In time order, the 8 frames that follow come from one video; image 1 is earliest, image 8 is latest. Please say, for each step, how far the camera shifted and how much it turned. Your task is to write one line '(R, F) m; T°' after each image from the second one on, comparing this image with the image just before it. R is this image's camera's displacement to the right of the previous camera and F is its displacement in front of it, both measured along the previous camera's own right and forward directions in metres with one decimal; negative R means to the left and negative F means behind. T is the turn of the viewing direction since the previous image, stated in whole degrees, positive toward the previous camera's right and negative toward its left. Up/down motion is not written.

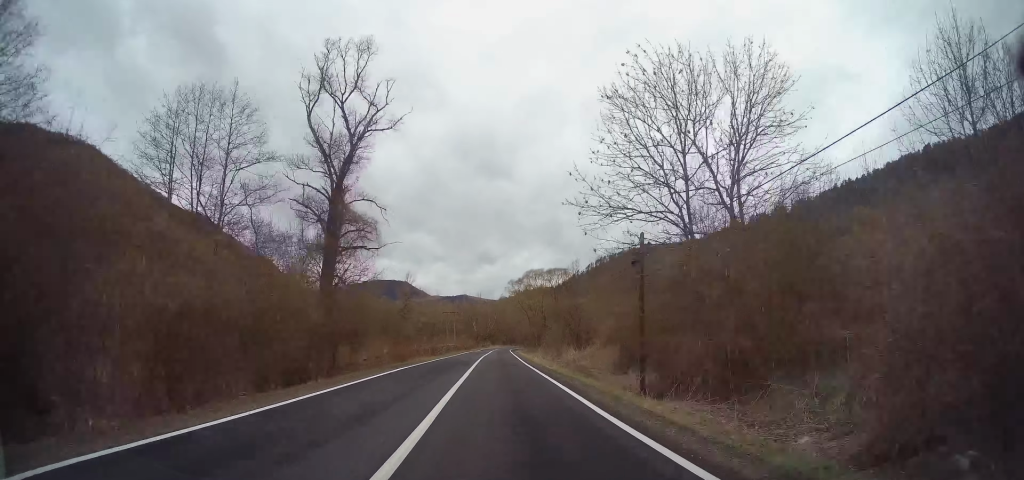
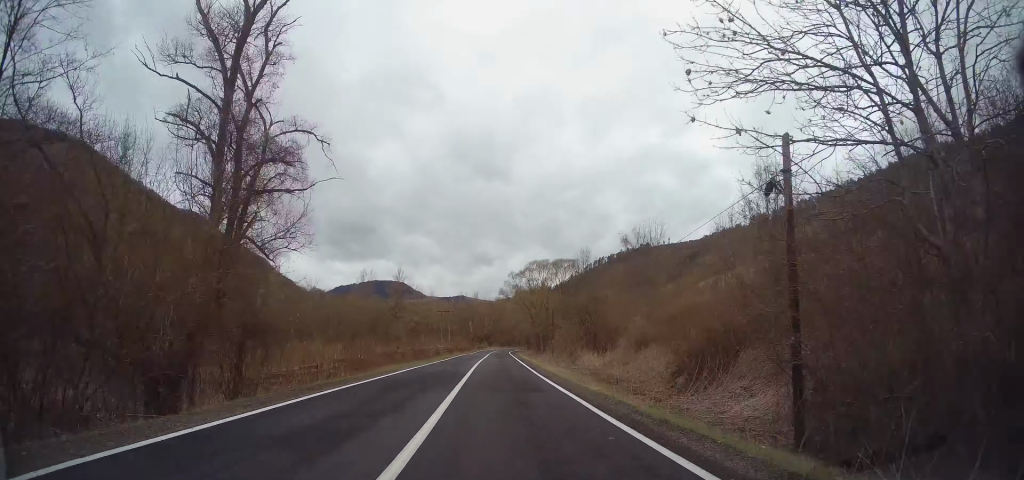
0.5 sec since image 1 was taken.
(+0.3, +11.3) m; 0°
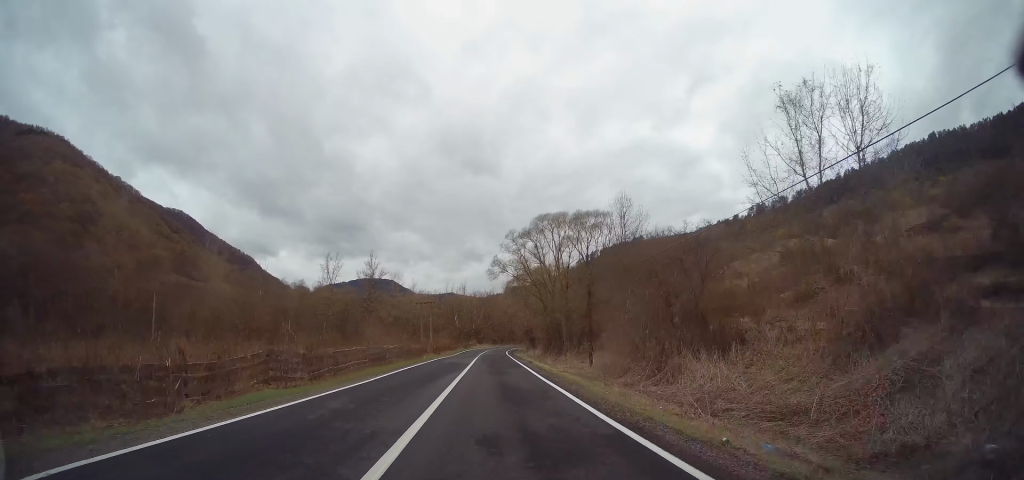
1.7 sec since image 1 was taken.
(0.0, +26.5) m; 0°
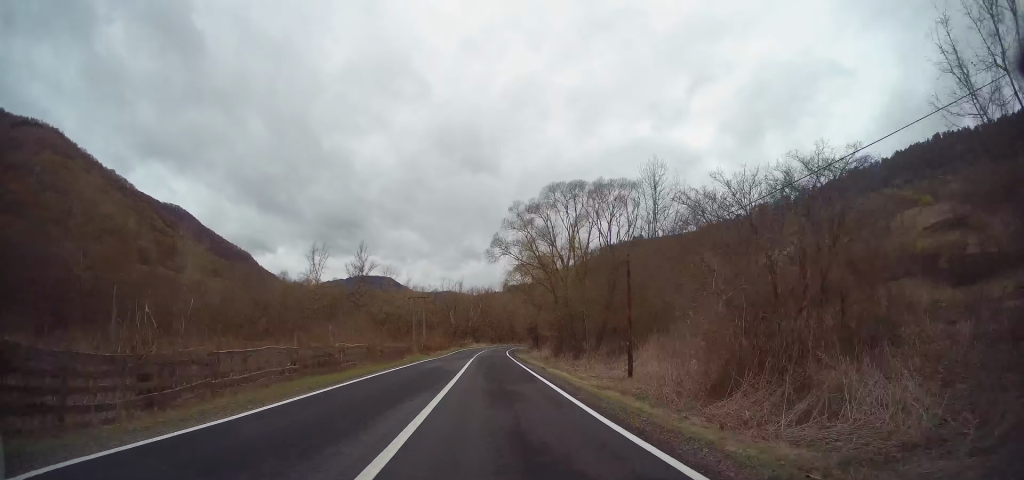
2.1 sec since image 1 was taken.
(-0.1, +9.9) m; 0°
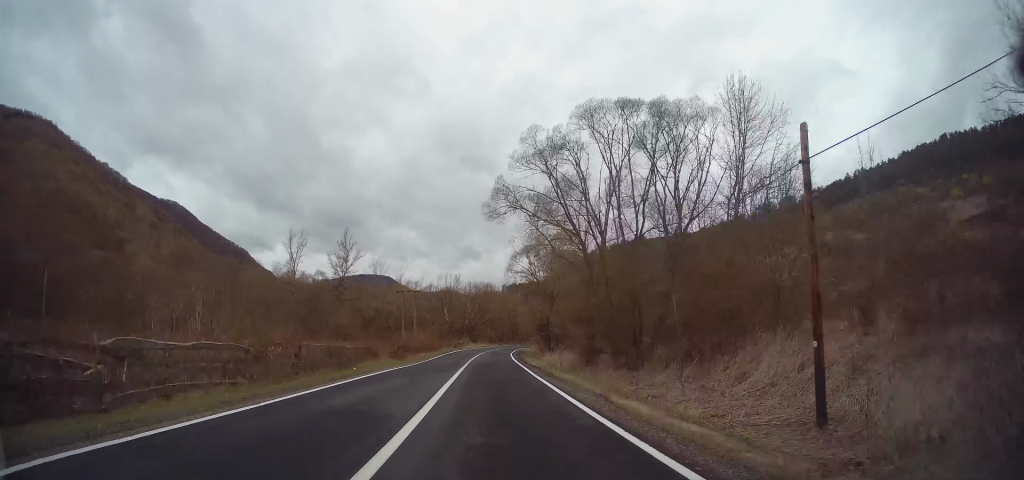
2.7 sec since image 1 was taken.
(+0.3, +14.4) m; +1°
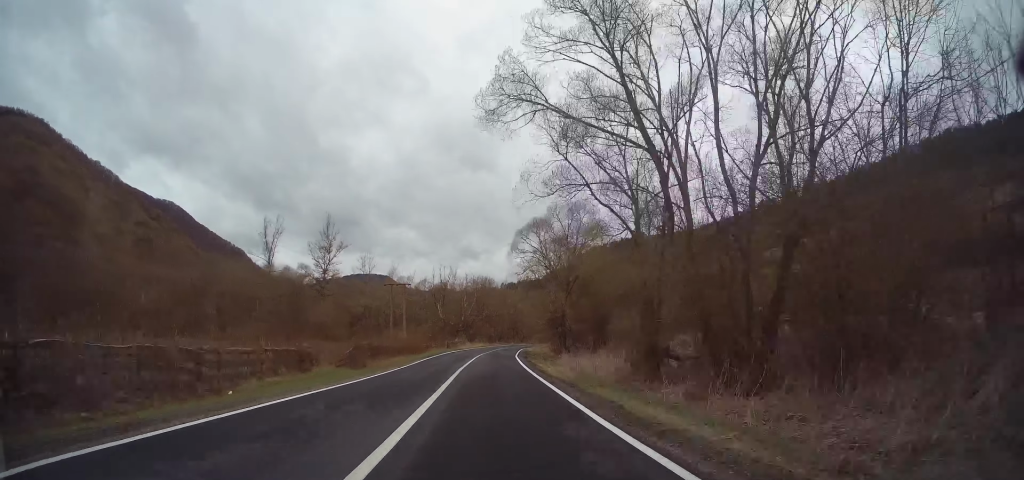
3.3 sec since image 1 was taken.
(0.0, +12.1) m; +1°
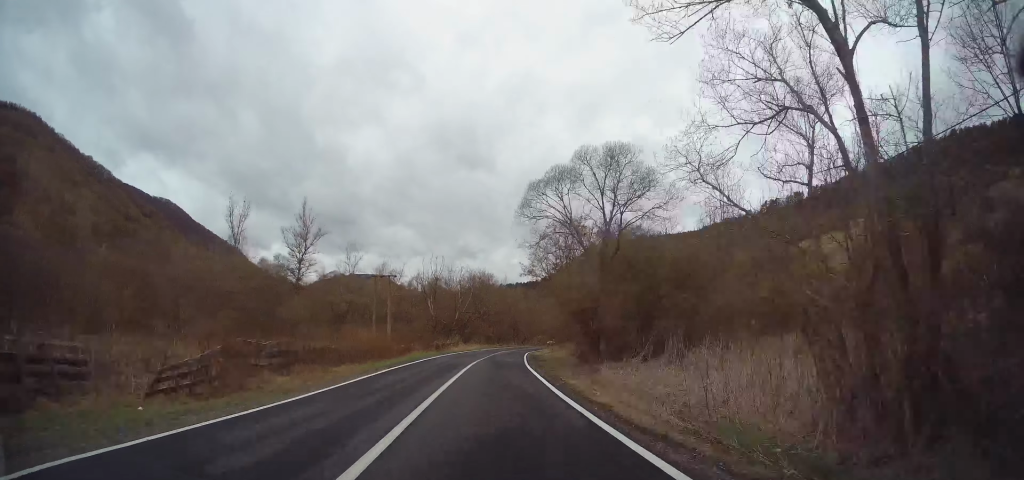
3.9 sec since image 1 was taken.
(-0.2, +13.5) m; +1°
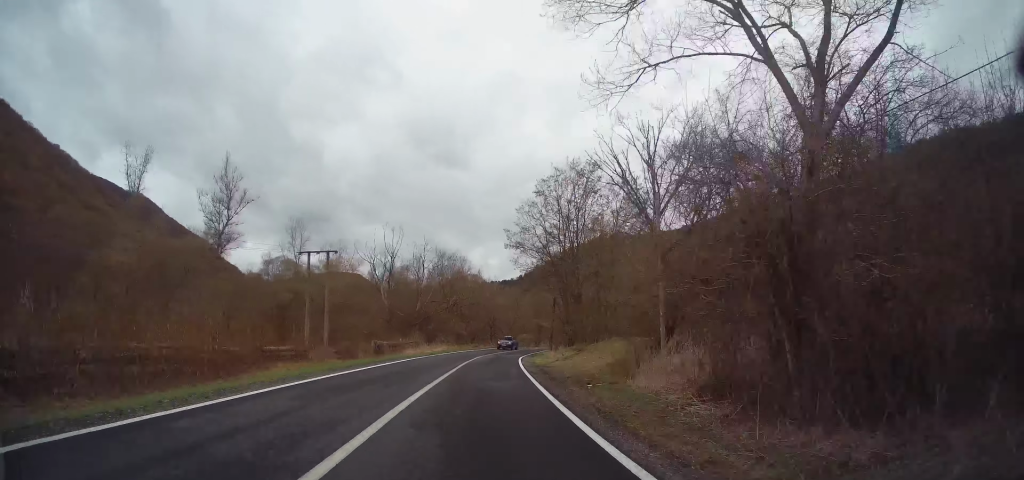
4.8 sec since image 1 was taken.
(+0.5, +21.5) m; +1°
